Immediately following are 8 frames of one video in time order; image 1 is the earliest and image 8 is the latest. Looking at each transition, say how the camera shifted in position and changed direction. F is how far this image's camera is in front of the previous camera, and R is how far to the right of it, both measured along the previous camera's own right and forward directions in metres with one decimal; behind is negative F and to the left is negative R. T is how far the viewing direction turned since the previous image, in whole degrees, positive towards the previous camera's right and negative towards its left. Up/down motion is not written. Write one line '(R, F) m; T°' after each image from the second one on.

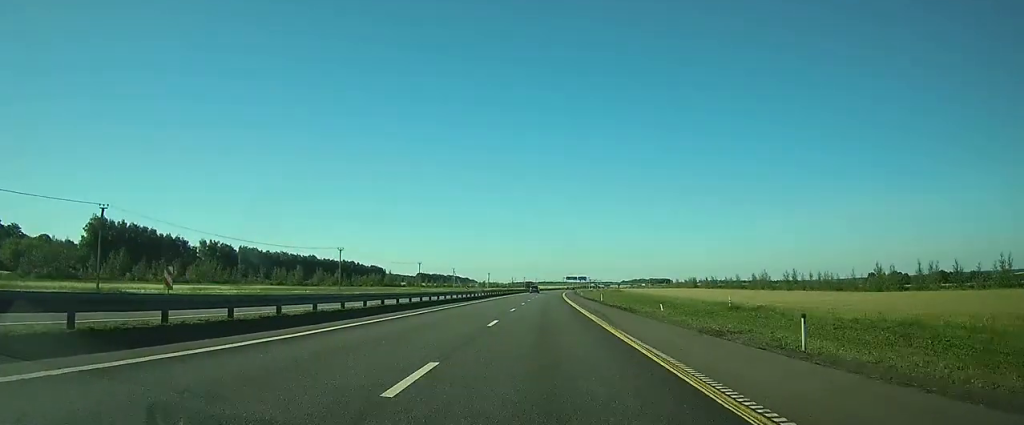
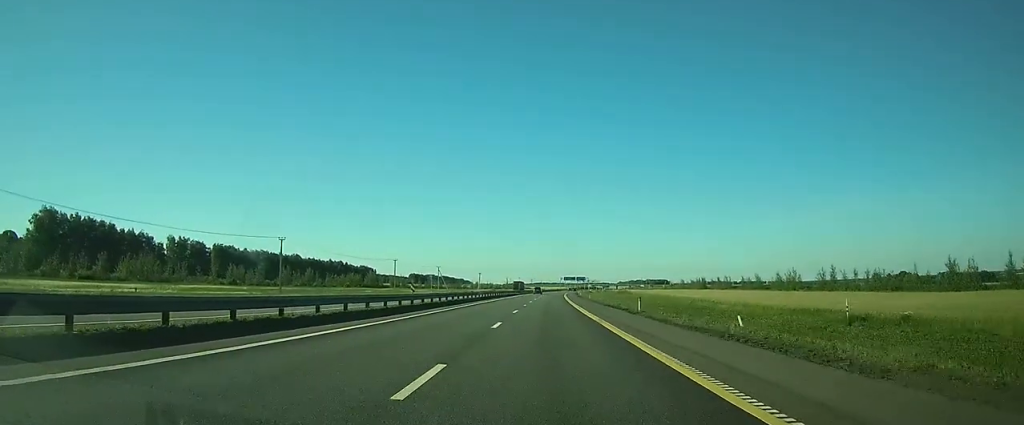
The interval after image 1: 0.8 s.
(+0.1, +24.2) m; 0°
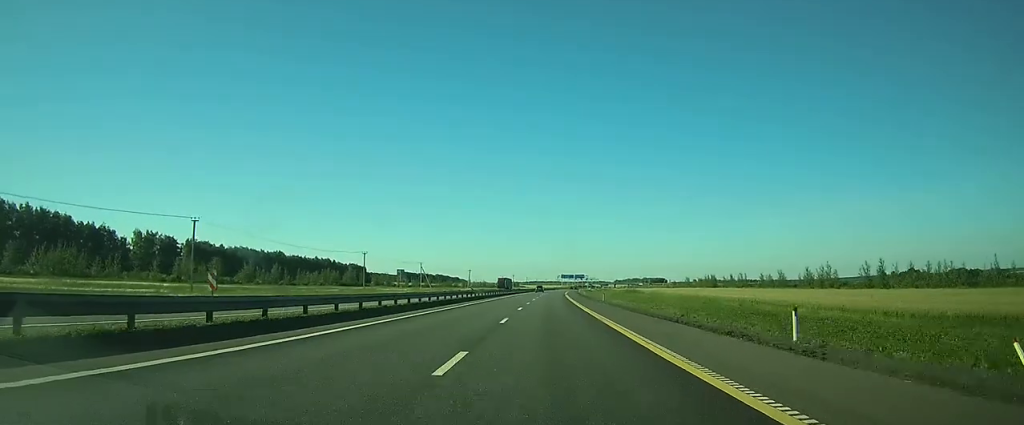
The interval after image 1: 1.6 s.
(+0.1, +22.3) m; +1°
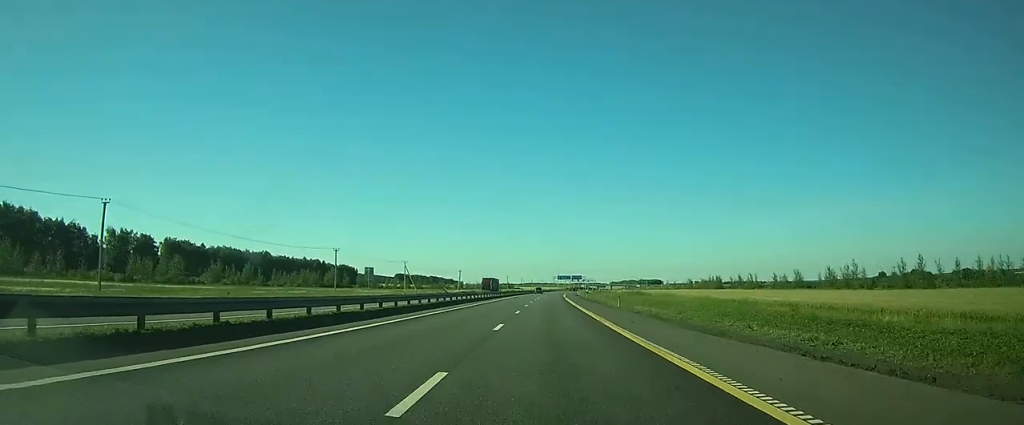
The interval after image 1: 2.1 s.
(0.0, +14.6) m; 0°
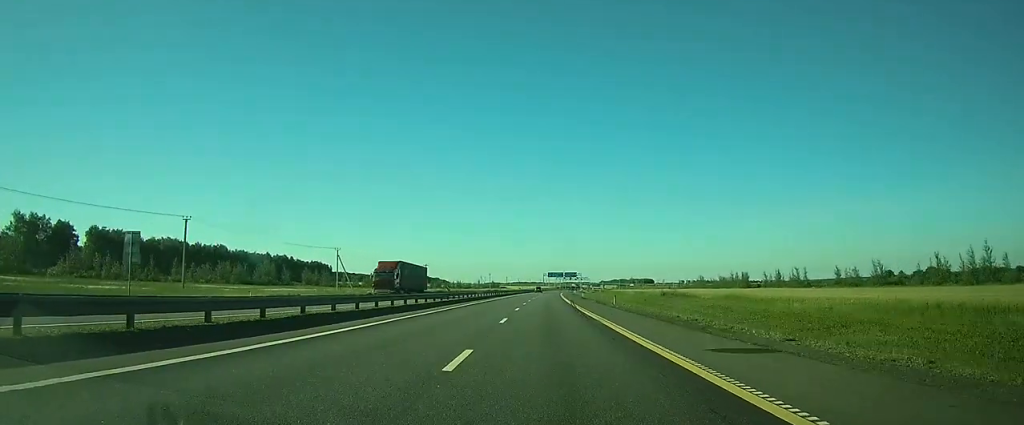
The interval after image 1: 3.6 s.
(+0.3, +45.2) m; +1°
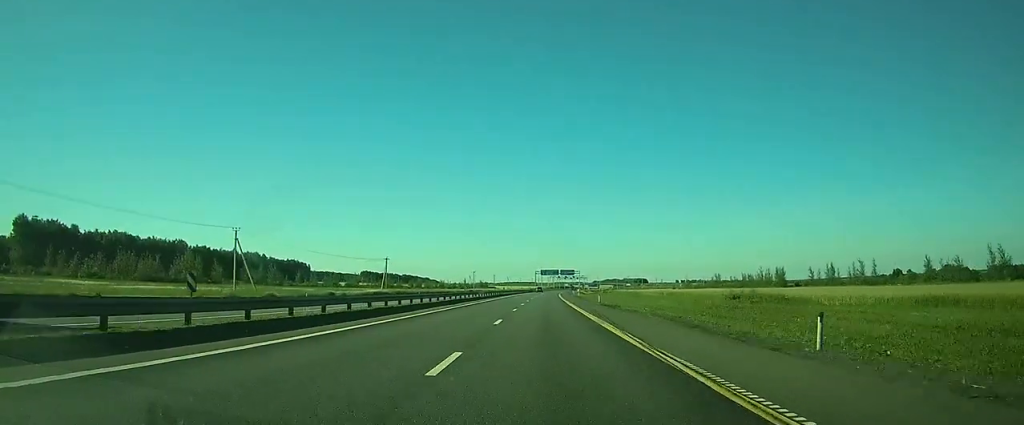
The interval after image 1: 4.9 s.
(+0.2, +36.6) m; +1°
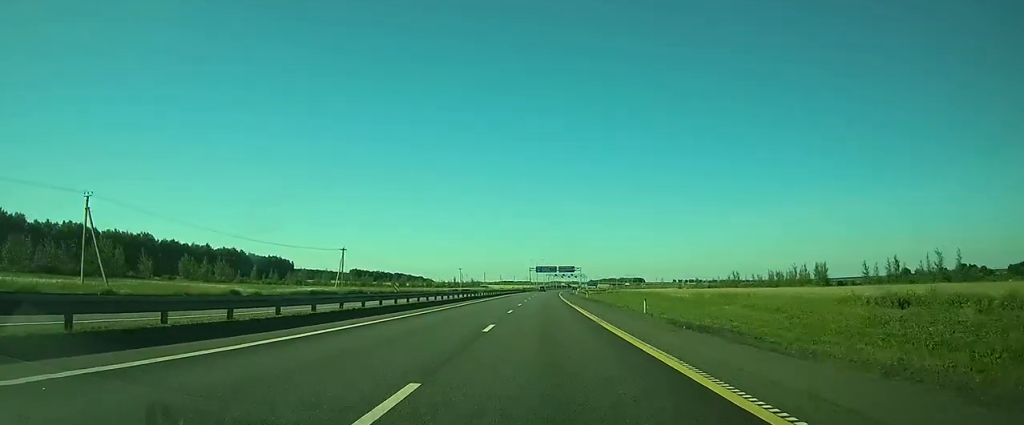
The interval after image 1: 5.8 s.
(+0.2, +27.8) m; +1°
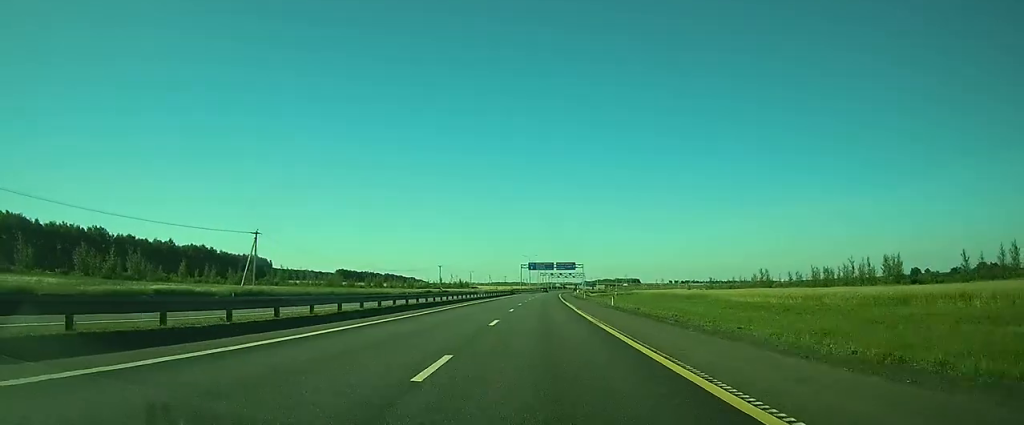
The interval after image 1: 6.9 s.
(+0.1, +33.0) m; +1°
